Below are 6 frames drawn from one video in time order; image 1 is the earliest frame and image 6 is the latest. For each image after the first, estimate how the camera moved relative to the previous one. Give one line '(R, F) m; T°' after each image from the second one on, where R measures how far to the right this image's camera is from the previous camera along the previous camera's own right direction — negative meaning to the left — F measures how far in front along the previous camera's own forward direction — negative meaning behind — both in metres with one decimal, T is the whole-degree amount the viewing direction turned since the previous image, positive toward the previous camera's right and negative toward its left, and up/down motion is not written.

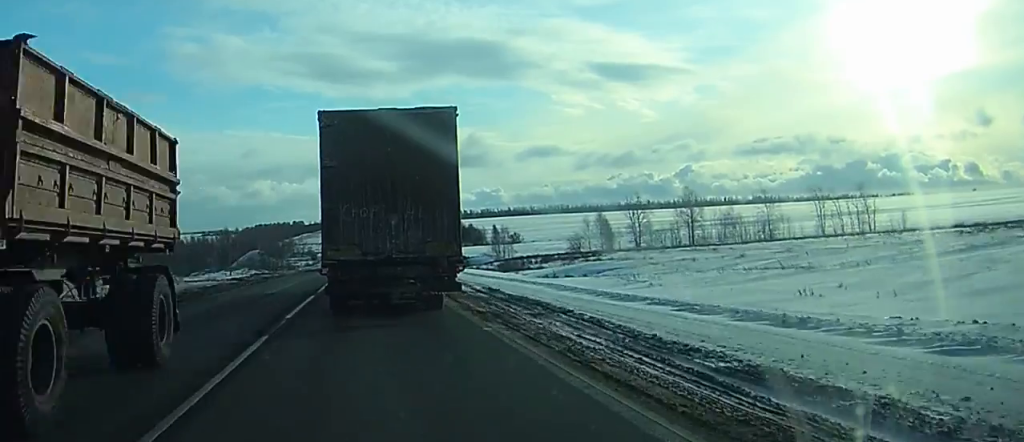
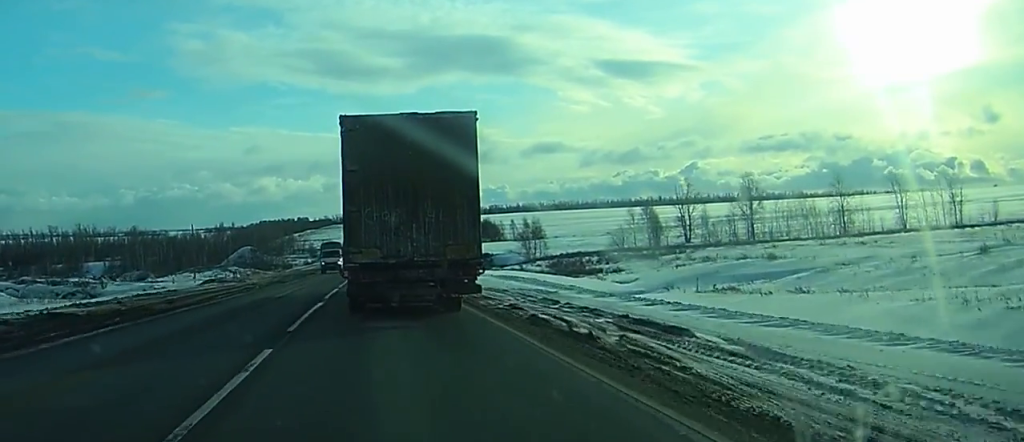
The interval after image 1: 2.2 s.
(-0.3, +37.9) m; -1°
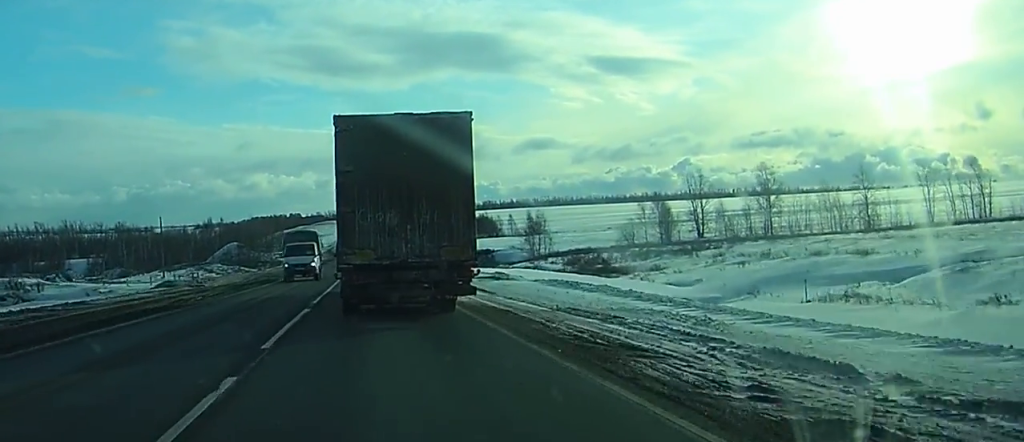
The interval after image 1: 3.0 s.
(0.0, +14.4) m; 0°
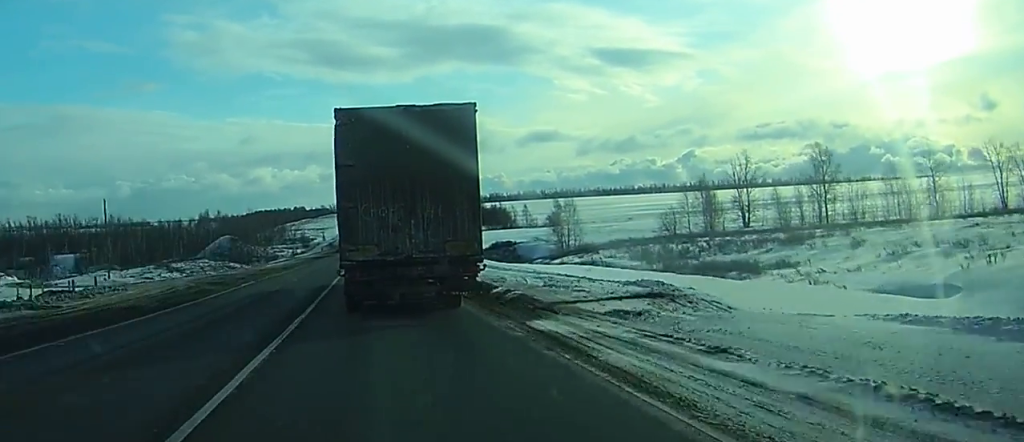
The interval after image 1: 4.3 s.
(+0.1, +24.6) m; 0°
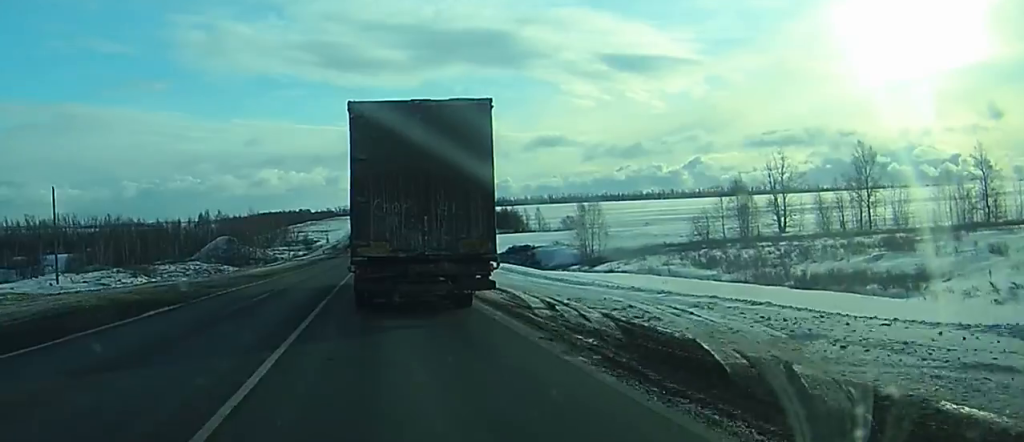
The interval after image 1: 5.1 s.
(-0.1, +15.2) m; 0°
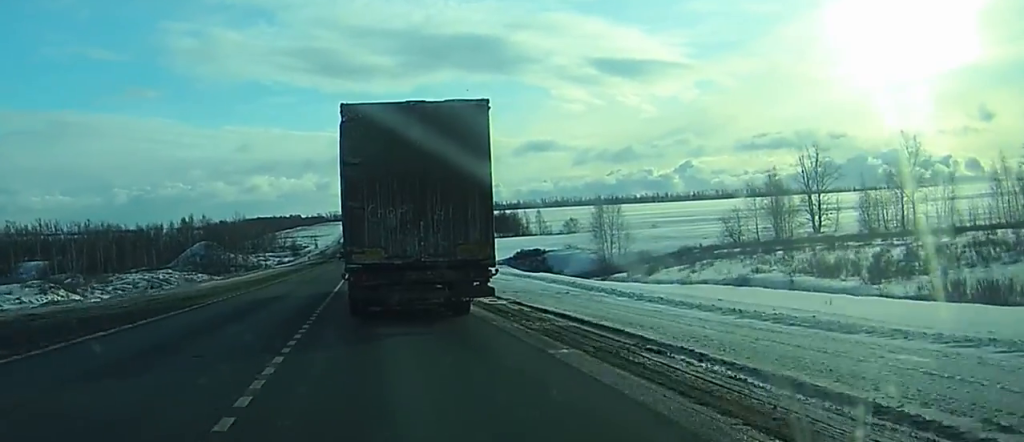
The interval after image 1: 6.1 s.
(-0.1, +18.6) m; 0°
